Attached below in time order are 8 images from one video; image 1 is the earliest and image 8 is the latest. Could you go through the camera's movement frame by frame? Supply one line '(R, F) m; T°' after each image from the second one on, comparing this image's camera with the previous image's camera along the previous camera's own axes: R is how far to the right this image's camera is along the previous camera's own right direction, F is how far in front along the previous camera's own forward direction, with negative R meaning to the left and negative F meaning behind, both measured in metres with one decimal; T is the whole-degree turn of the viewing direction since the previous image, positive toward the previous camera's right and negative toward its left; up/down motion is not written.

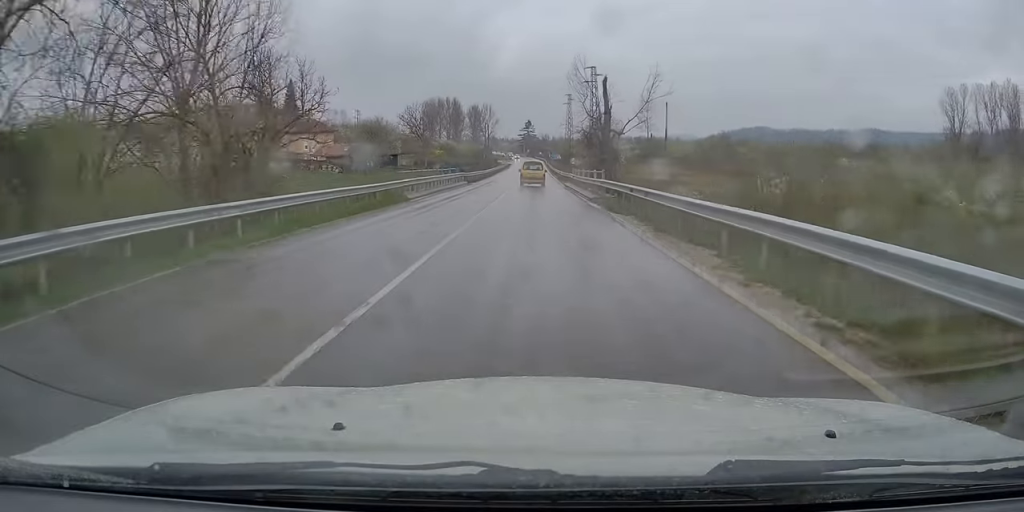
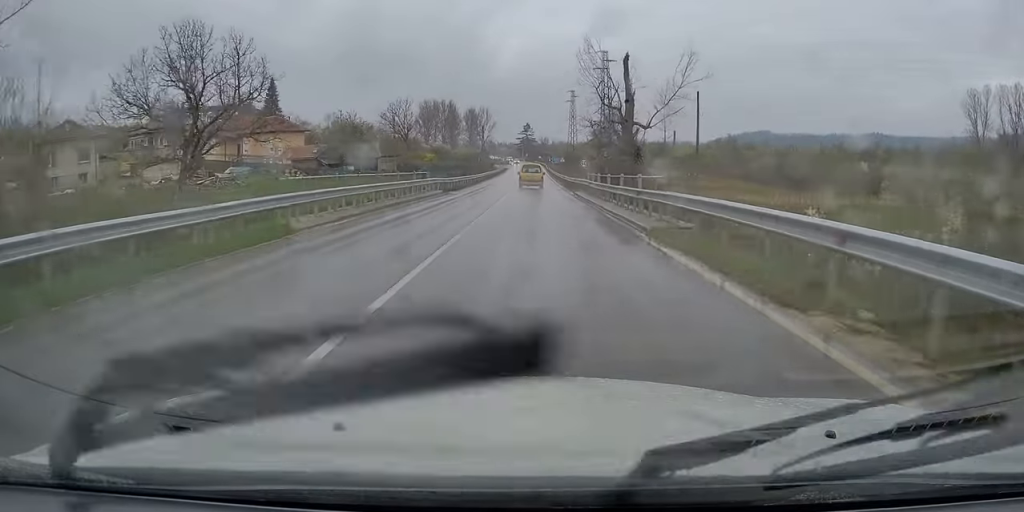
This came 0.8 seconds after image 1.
(-0.2, +14.0) m; 0°
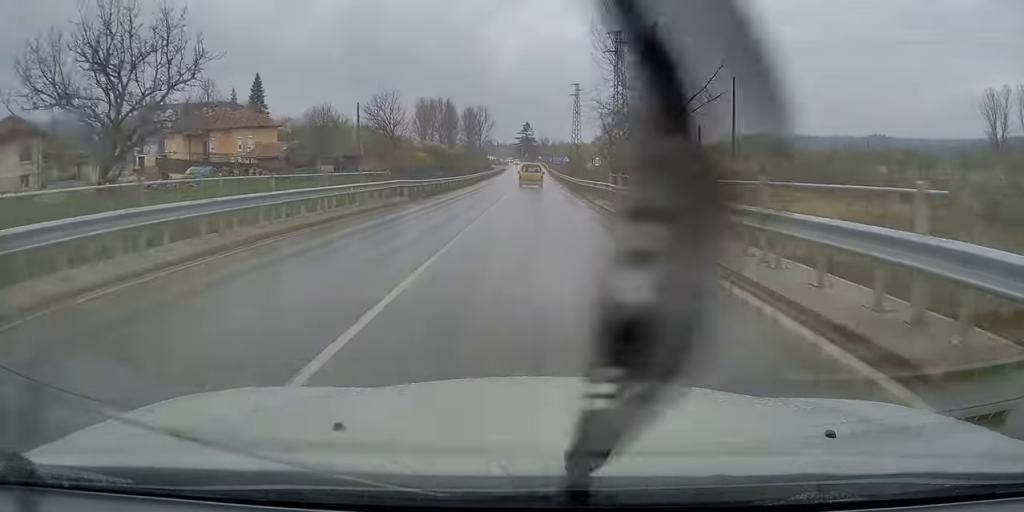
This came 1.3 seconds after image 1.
(+0.2, +10.3) m; +1°
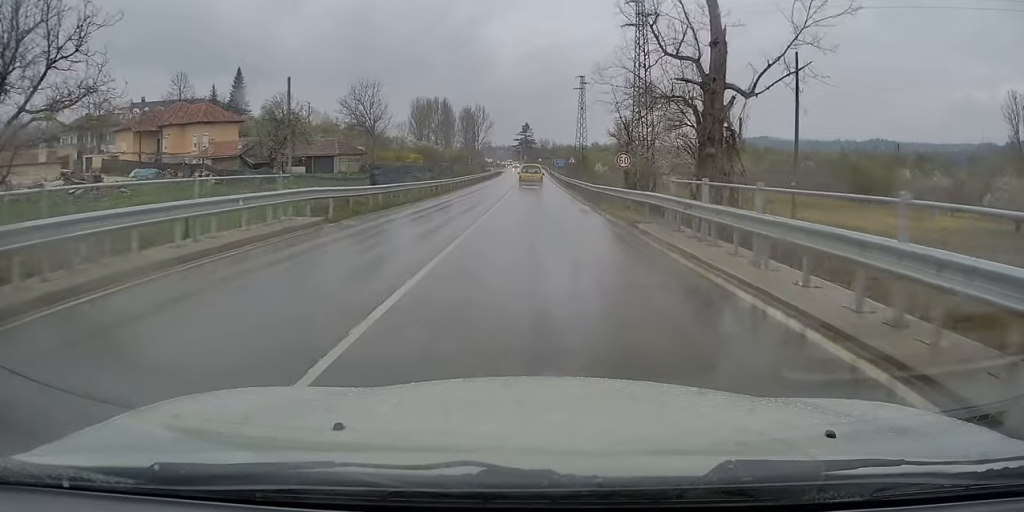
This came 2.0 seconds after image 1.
(0.0, +11.6) m; 0°
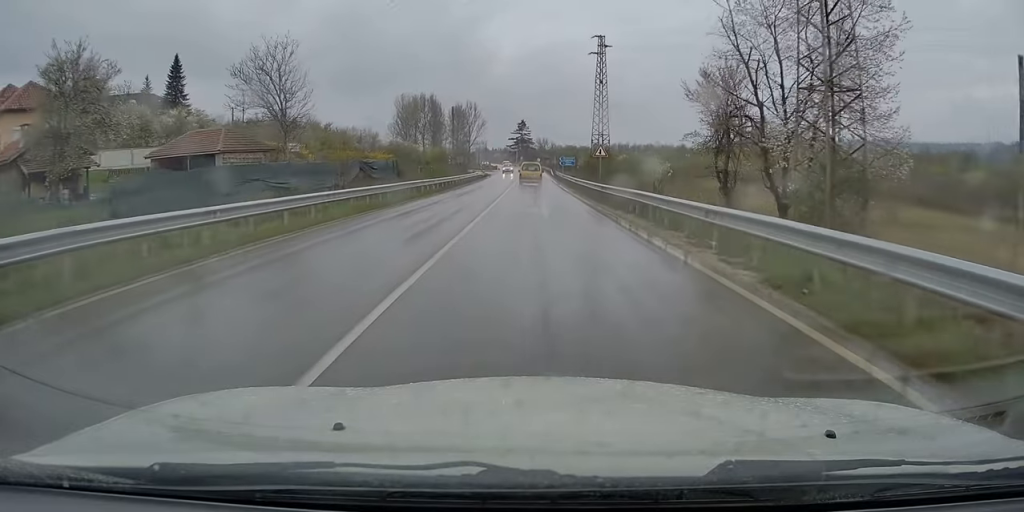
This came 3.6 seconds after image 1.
(+0.1, +29.6) m; +1°
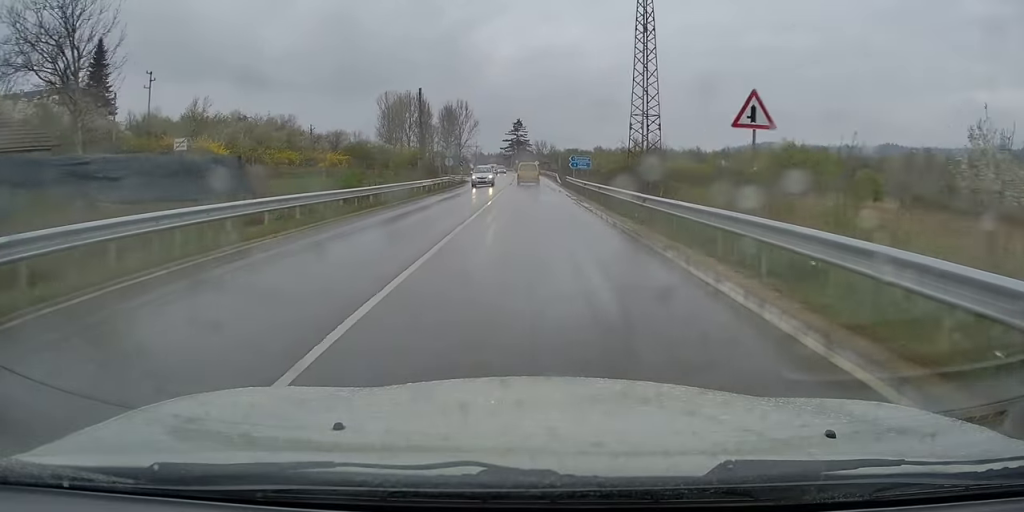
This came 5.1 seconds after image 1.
(-0.2, +26.9) m; -1°
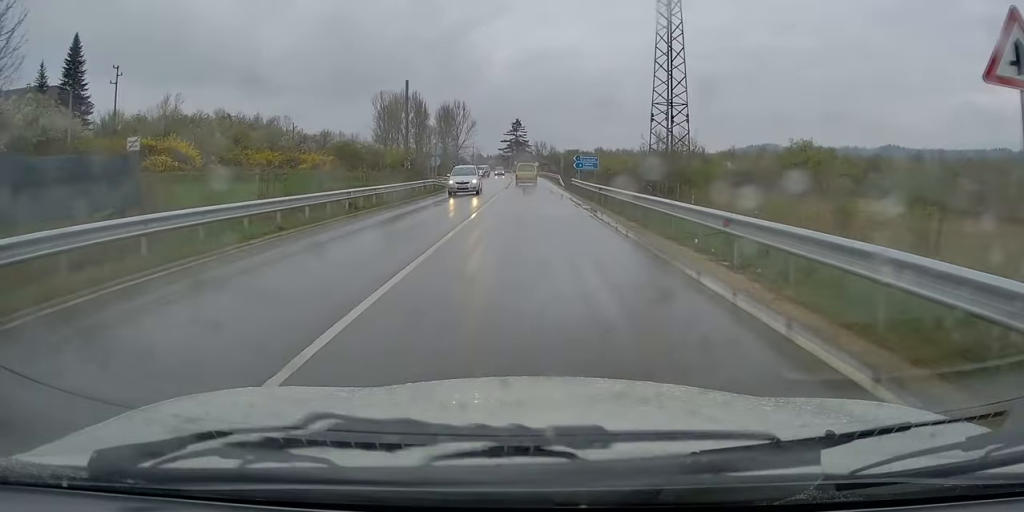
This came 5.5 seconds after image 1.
(-0.2, +7.2) m; 0°
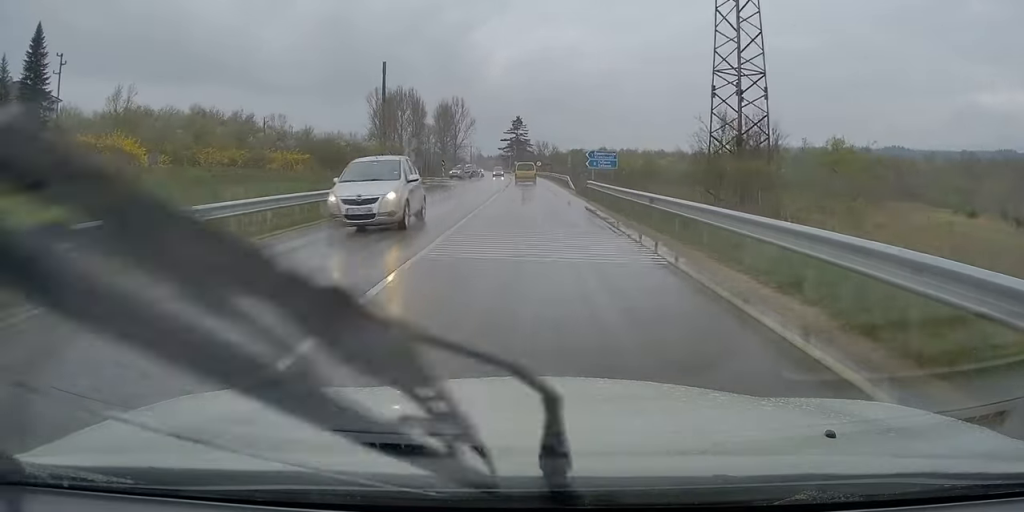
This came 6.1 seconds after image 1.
(+0.2, +10.6) m; 0°
